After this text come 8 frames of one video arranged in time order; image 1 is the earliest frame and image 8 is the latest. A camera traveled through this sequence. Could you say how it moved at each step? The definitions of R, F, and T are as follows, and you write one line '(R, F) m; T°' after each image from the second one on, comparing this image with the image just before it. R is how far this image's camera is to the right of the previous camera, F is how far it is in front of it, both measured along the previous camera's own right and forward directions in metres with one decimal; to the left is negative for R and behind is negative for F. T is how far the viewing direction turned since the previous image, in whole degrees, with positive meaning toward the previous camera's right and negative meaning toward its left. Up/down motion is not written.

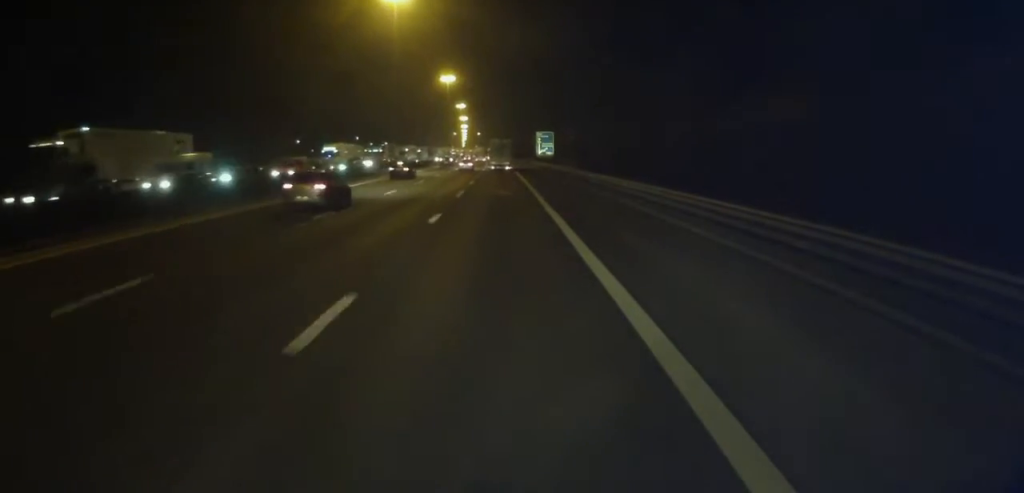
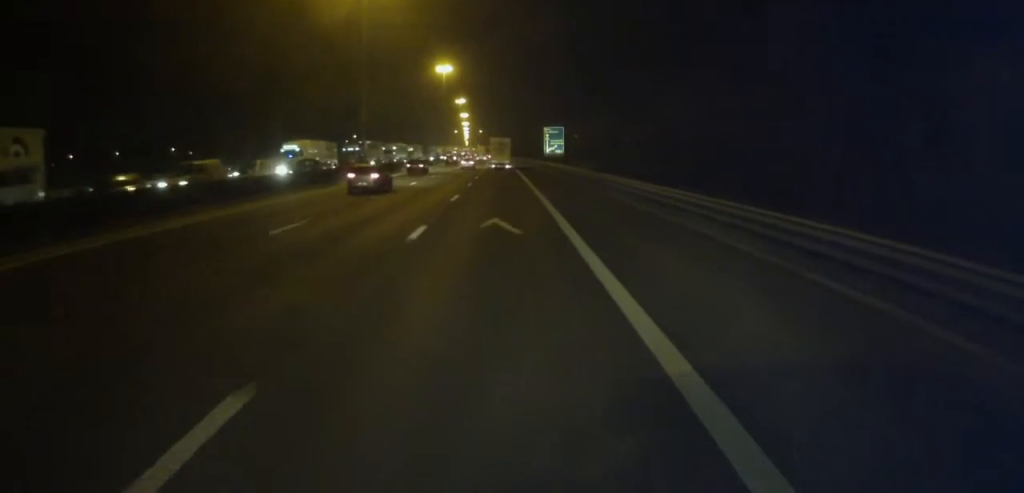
(+0.1, +16.4) m; 0°
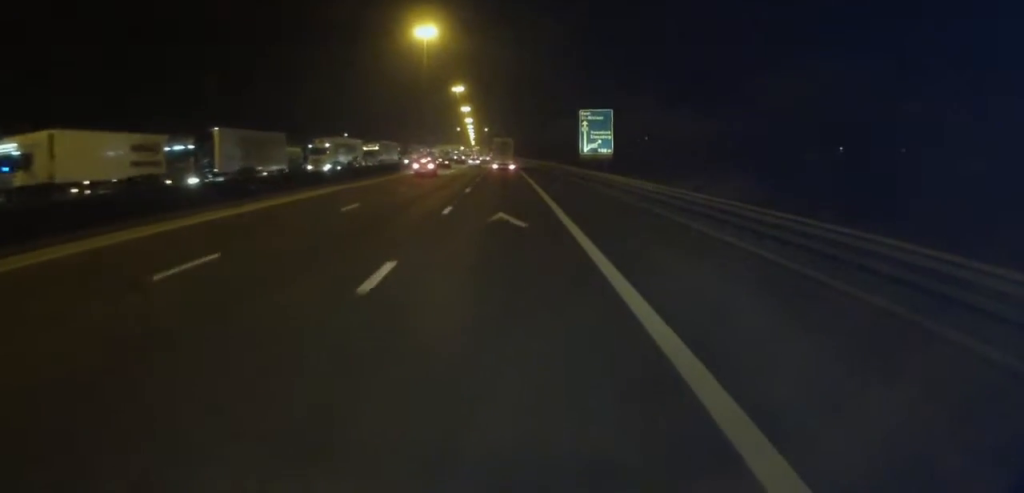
(0.0, +43.1) m; 0°
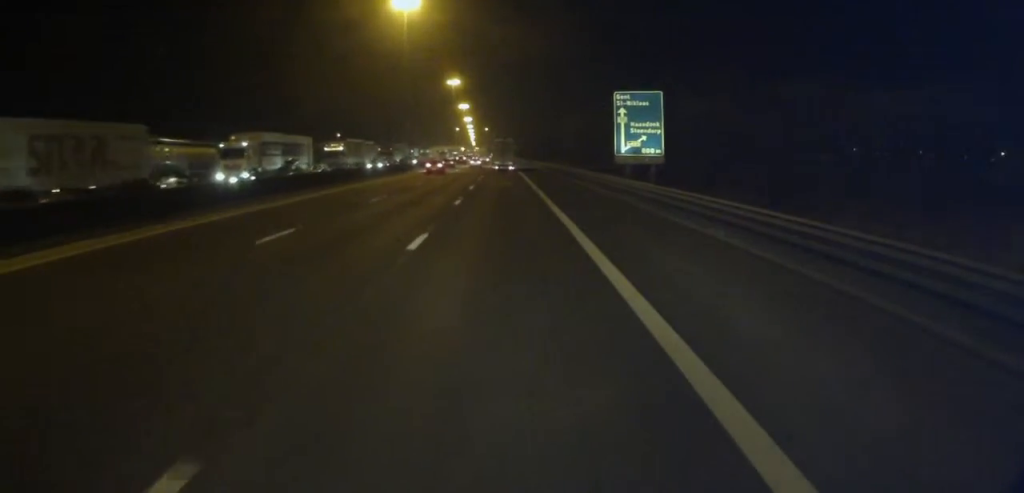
(0.0, +20.4) m; -1°
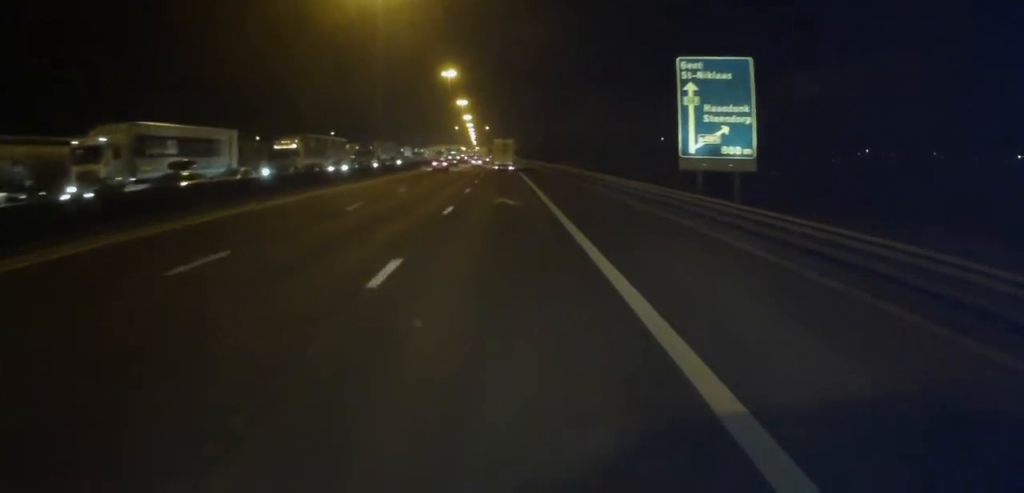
(-0.4, +16.5) m; 0°
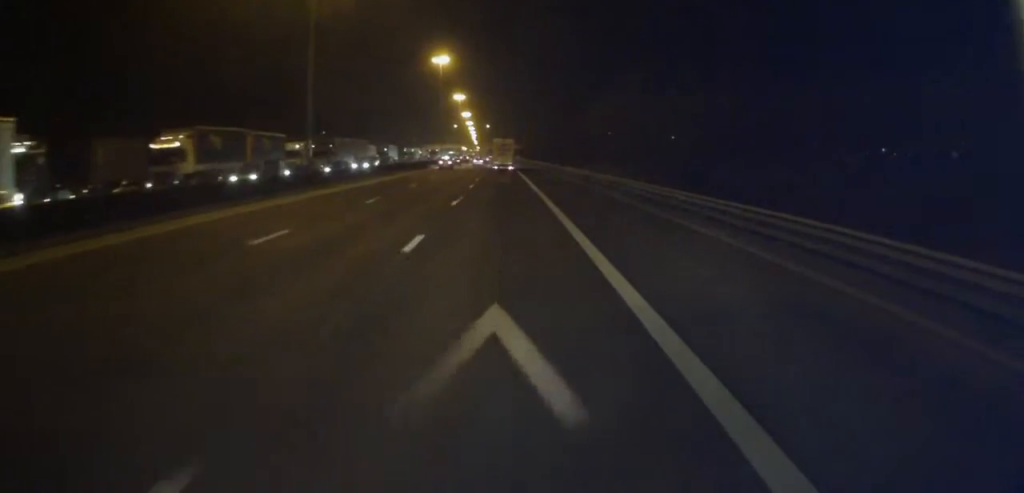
(+0.5, +21.2) m; +1°
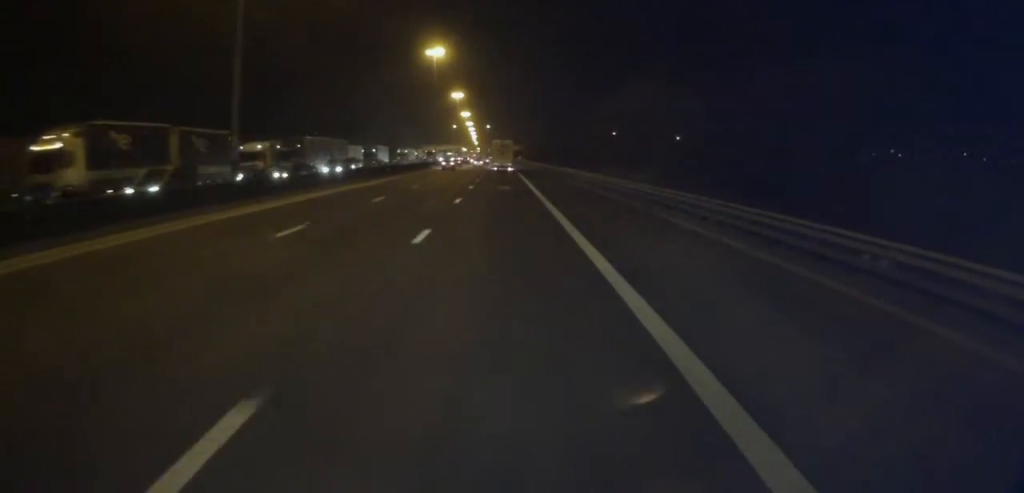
(0.0, +11.0) m; 0°
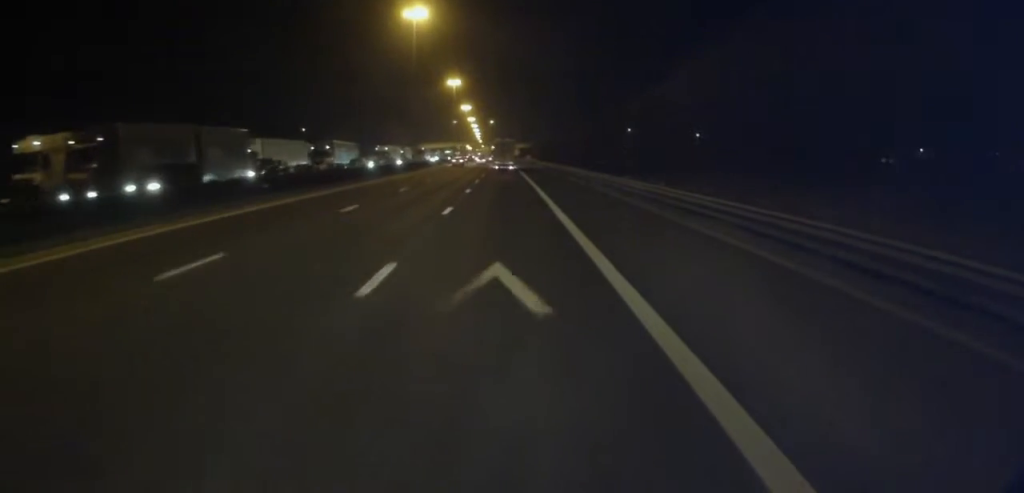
(-0.5, +30.6) m; -2°
